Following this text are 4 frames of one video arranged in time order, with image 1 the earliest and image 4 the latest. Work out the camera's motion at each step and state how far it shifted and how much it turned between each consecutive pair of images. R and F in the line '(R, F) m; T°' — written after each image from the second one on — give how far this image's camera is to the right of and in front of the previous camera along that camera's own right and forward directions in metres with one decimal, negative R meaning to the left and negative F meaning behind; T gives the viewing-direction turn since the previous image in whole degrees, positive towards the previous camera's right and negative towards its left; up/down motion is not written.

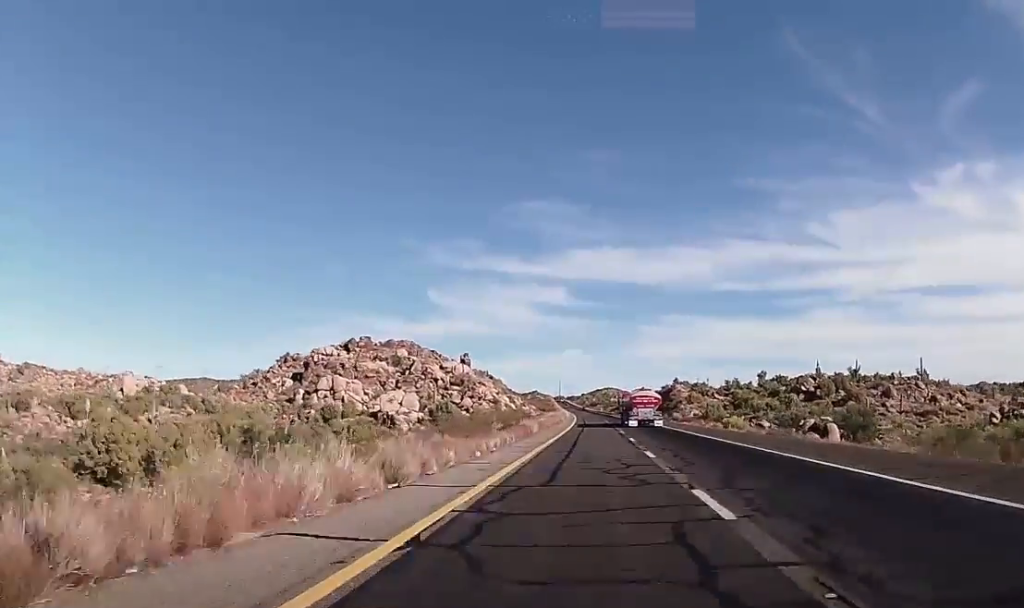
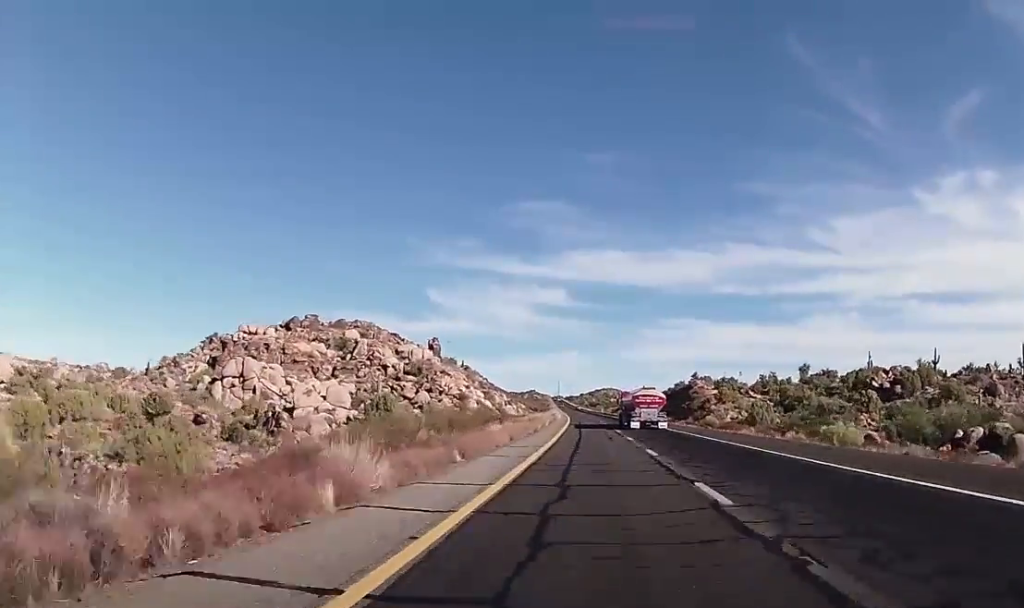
(0.0, +35.1) m; -1°
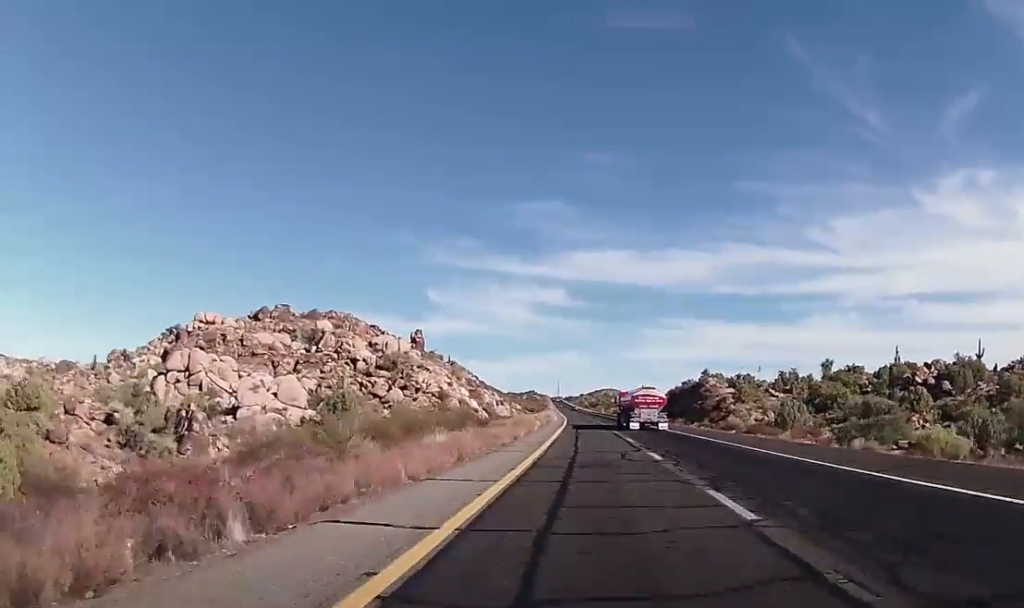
(-0.2, +13.8) m; 0°
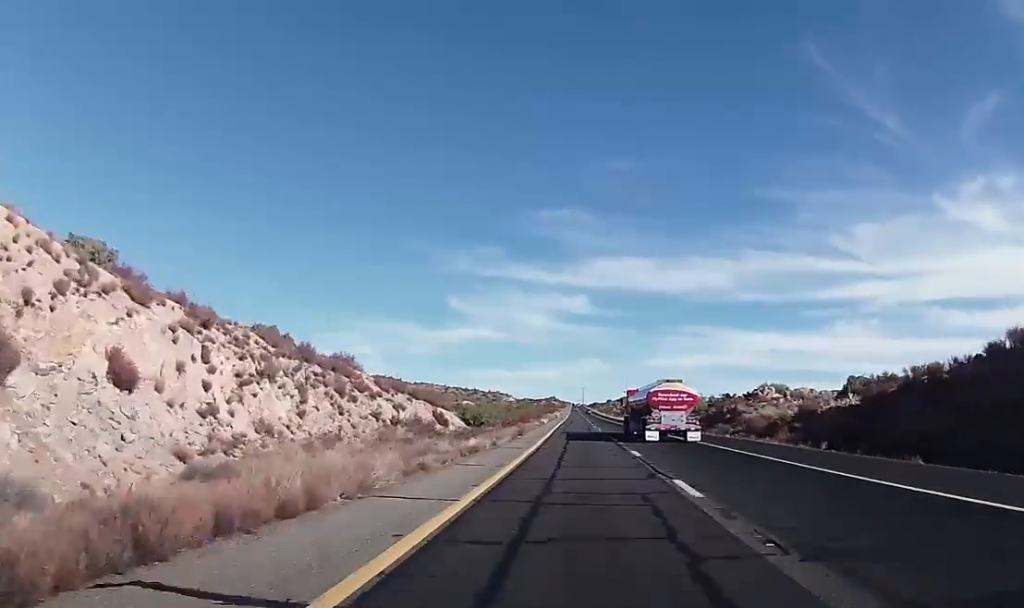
(+0.3, +129.6) m; -1°
